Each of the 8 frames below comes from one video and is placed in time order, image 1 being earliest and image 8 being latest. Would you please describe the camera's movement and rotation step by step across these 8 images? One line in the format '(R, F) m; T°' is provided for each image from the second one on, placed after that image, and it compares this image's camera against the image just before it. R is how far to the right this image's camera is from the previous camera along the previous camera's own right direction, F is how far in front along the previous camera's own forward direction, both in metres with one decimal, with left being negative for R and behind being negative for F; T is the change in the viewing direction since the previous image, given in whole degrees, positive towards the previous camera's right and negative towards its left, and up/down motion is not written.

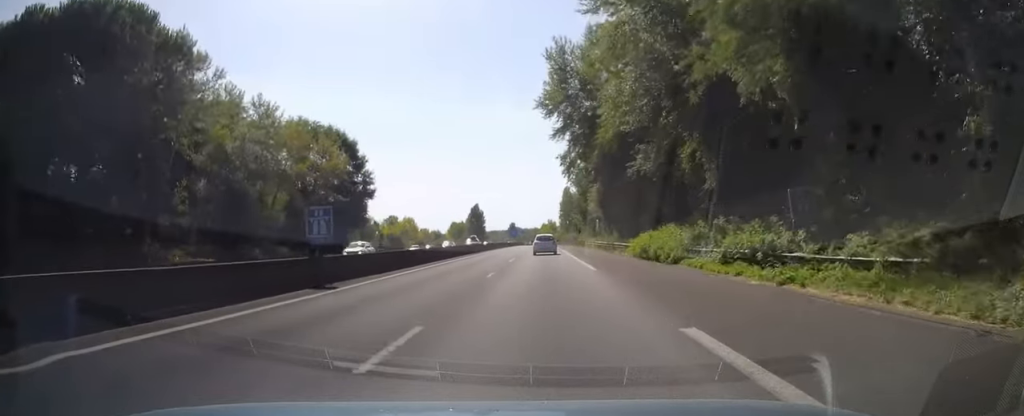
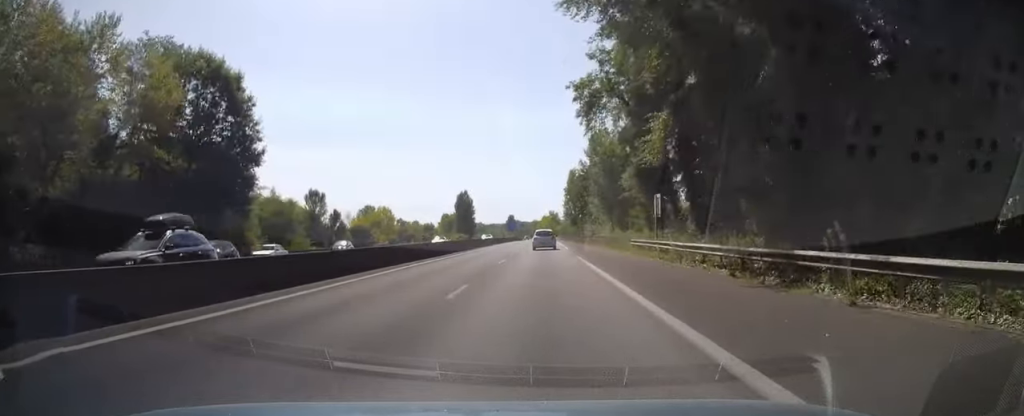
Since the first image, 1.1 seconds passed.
(+0.2, +33.2) m; 0°
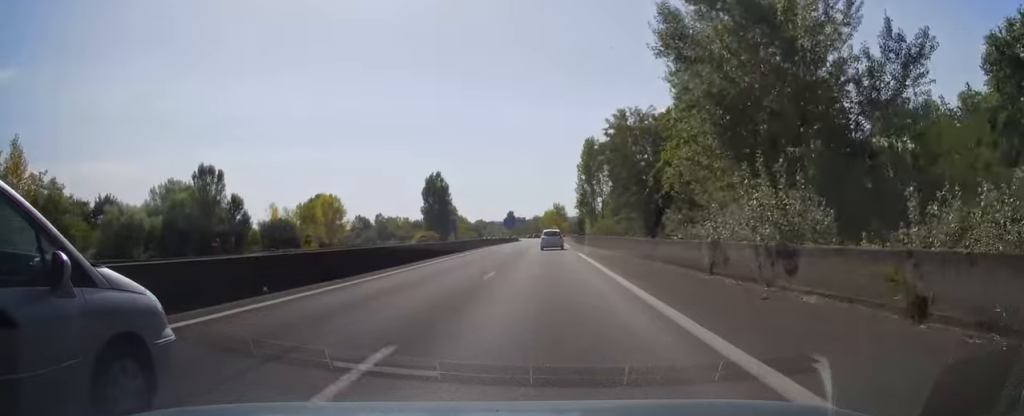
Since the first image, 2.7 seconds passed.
(-0.4, +47.6) m; -1°
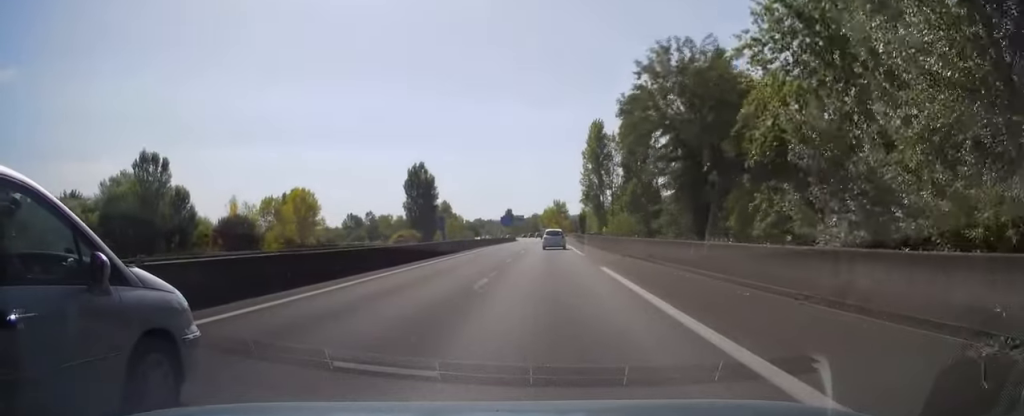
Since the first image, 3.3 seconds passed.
(0.0, +15.3) m; 0°
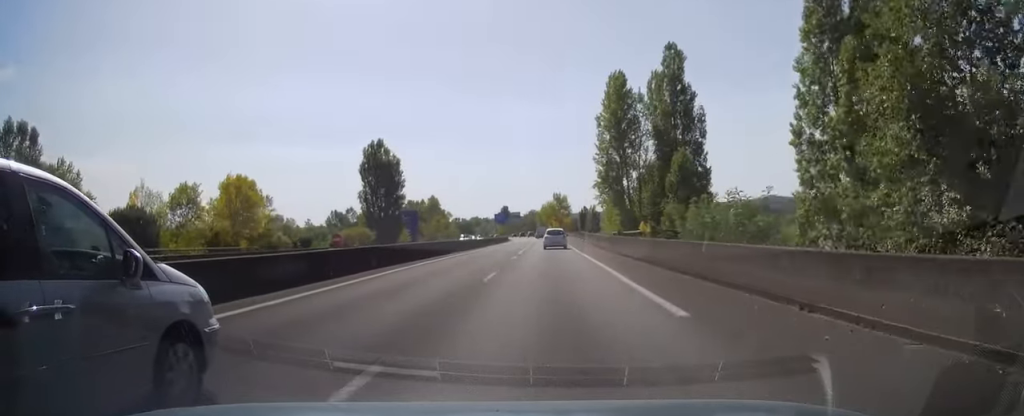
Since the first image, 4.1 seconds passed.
(0.0, +25.6) m; 0°
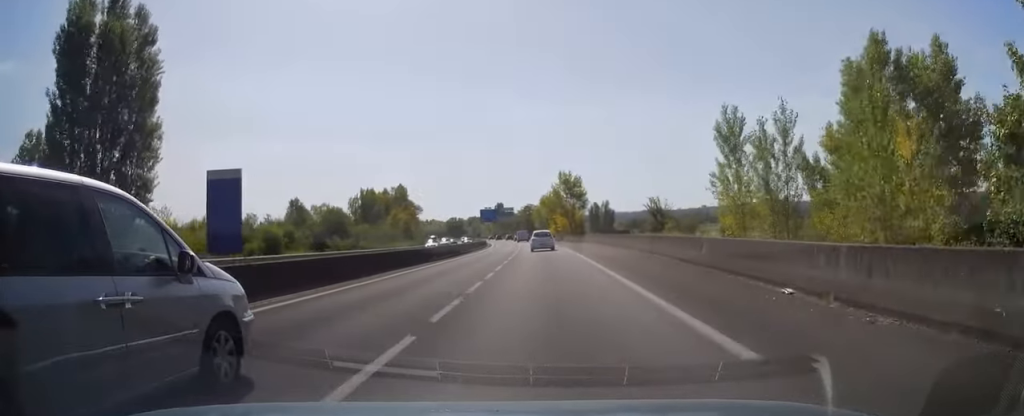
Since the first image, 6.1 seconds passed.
(+0.5, +58.0) m; 0°
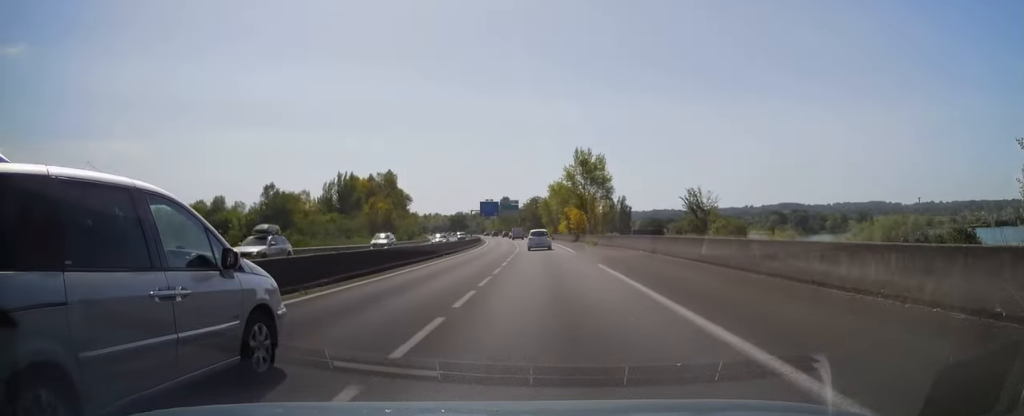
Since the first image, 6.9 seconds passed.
(-0.1, +24.8) m; -1°
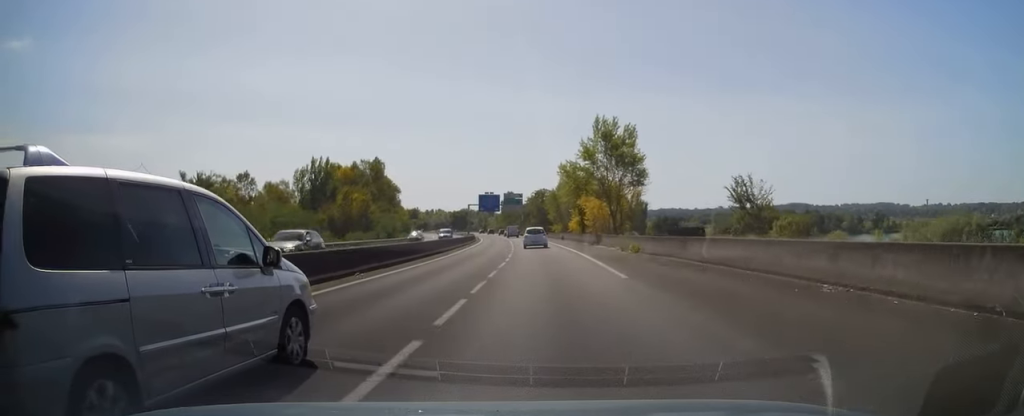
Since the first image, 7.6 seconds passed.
(0.0, +19.8) m; -1°
